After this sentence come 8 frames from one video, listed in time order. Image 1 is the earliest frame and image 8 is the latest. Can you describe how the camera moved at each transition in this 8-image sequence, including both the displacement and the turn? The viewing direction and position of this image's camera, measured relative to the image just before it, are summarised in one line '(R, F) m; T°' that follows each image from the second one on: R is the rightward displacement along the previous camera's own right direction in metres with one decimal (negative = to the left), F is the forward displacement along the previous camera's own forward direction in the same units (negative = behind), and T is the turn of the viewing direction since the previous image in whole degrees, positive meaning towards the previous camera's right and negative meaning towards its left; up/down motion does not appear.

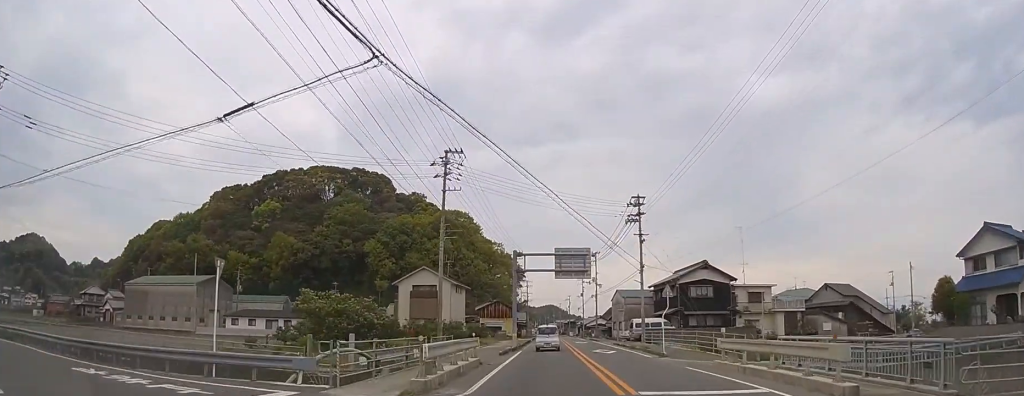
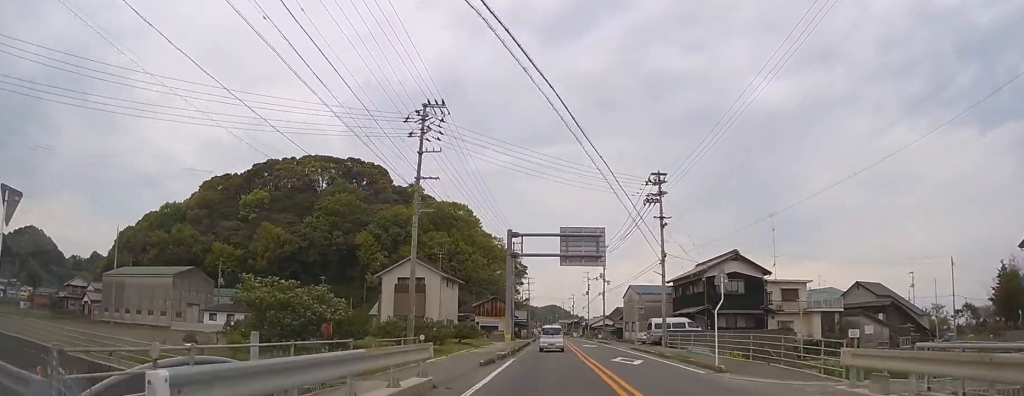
(0.0, +8.1) m; 0°
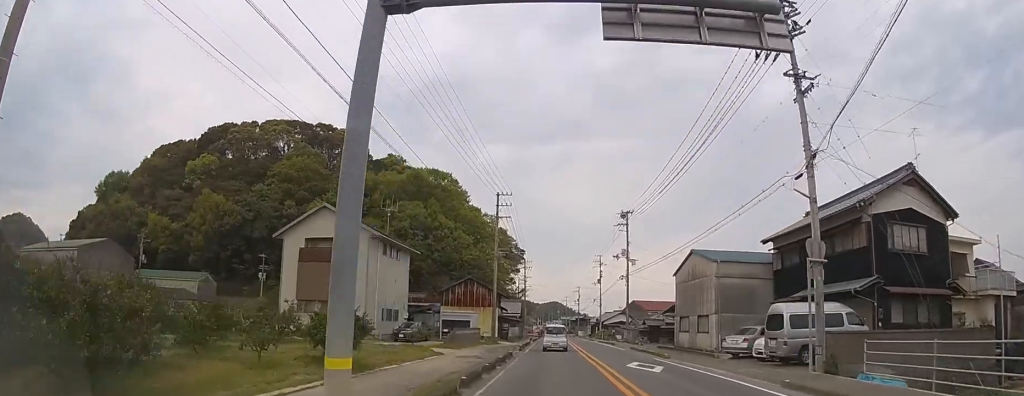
(-0.2, +23.7) m; -1°
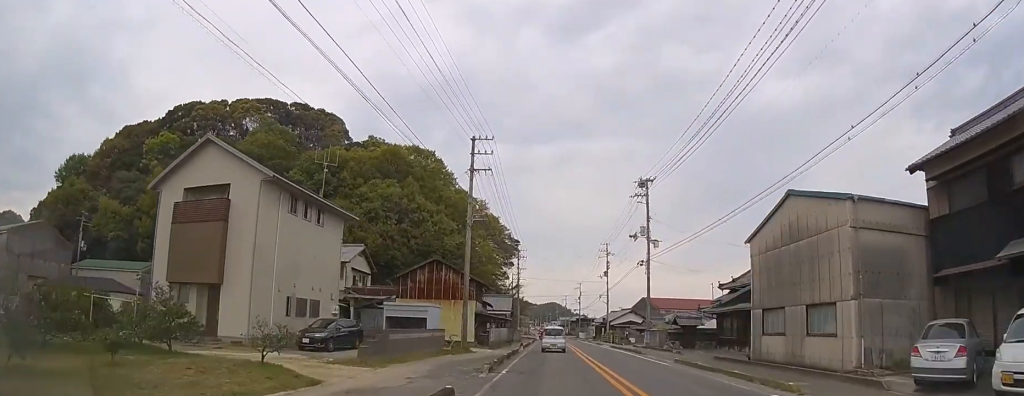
(0.0, +13.8) m; 0°
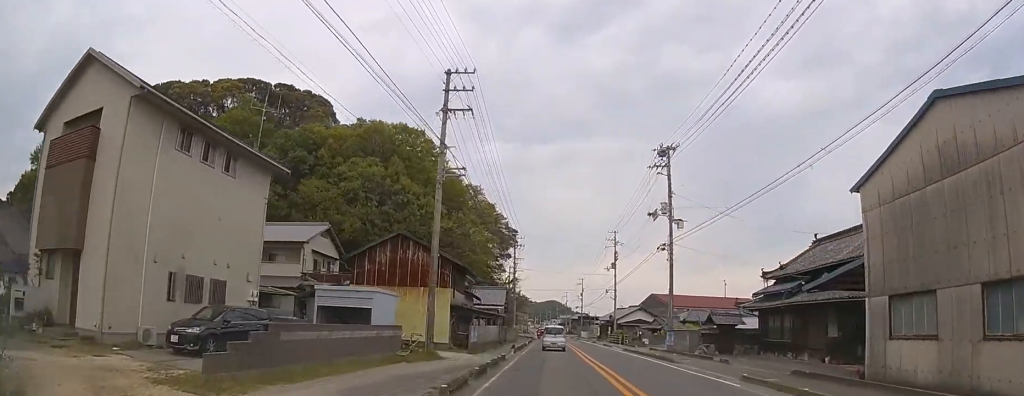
(0.0, +8.3) m; 0°
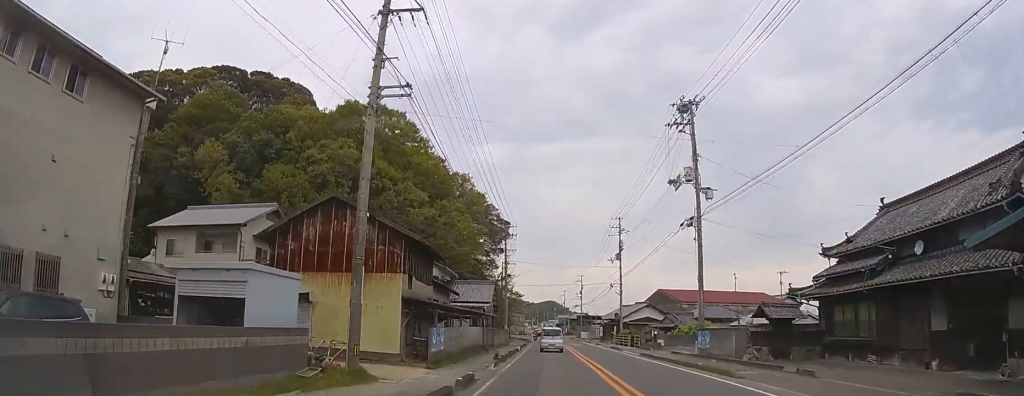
(0.0, +7.6) m; 0°
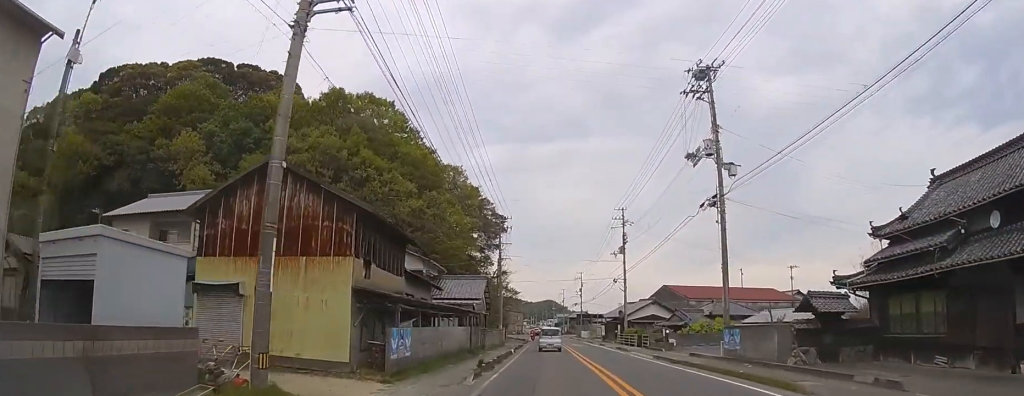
(0.0, +4.8) m; 0°
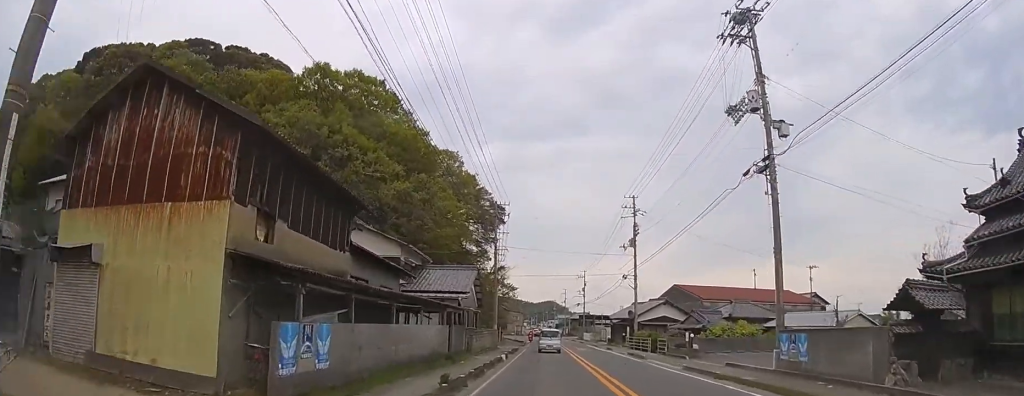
(0.0, +5.7) m; 0°
